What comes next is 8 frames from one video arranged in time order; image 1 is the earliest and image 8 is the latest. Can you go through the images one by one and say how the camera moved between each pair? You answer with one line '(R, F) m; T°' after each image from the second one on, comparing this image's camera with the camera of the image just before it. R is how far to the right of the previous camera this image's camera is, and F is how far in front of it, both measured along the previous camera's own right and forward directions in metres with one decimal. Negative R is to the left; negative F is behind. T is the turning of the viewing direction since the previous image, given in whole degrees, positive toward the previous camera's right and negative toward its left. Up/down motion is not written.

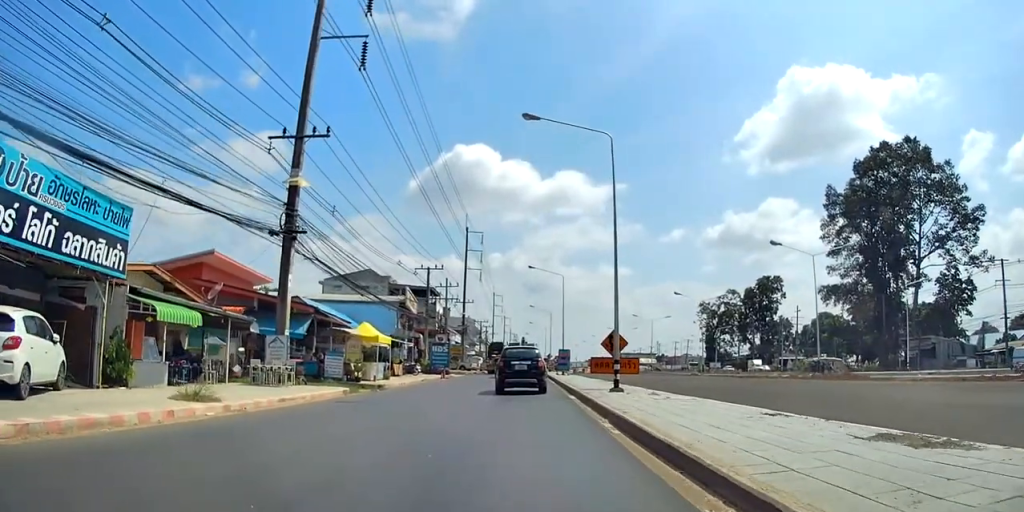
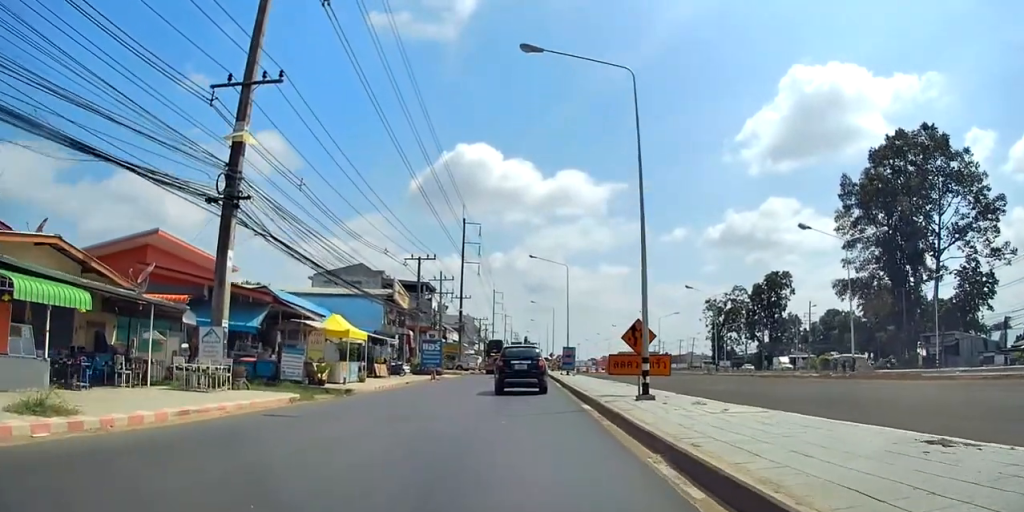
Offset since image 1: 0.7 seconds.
(-0.1, +5.4) m; 0°
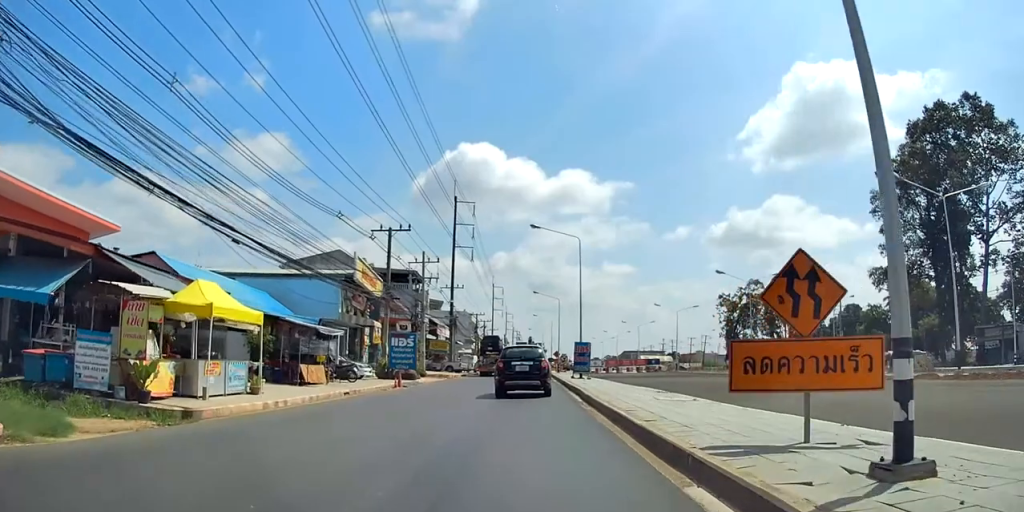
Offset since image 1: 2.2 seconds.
(+0.6, +12.8) m; +5°
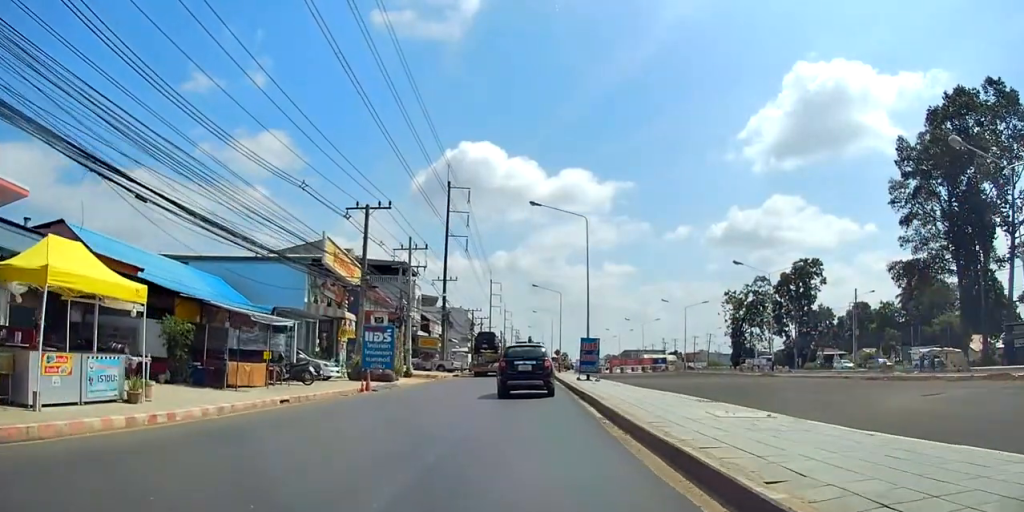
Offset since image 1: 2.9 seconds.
(+0.2, +6.8) m; -1°
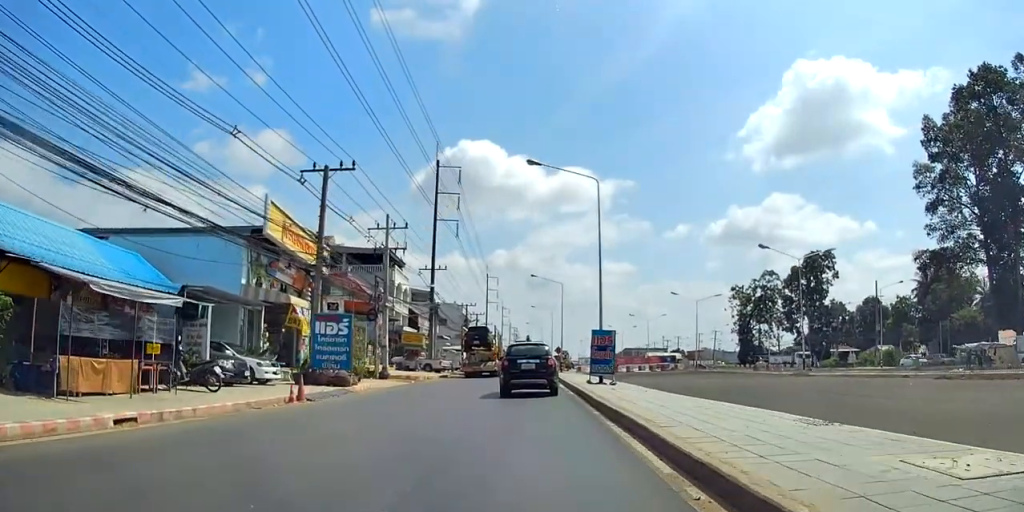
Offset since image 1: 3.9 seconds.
(-0.5, +8.1) m; -3°
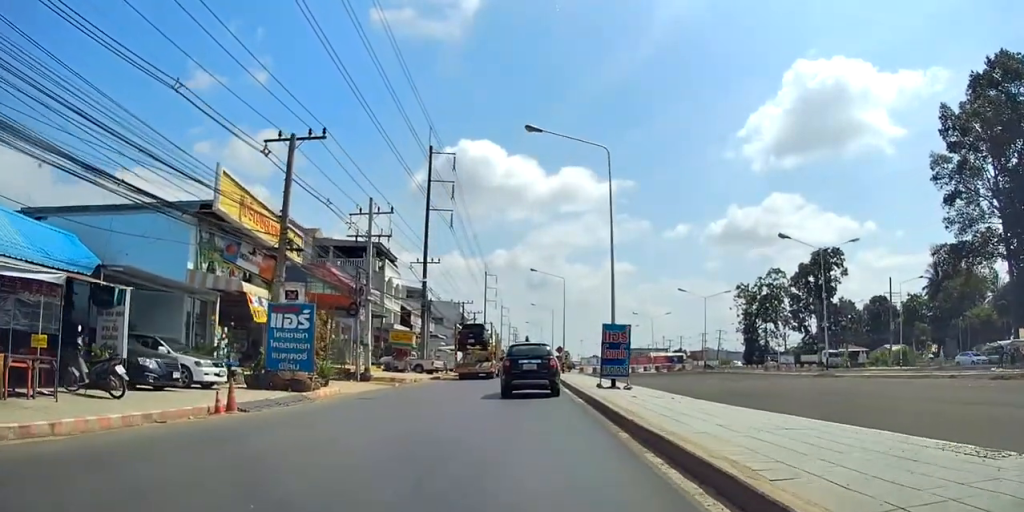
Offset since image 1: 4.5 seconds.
(0.0, +4.7) m; 0°
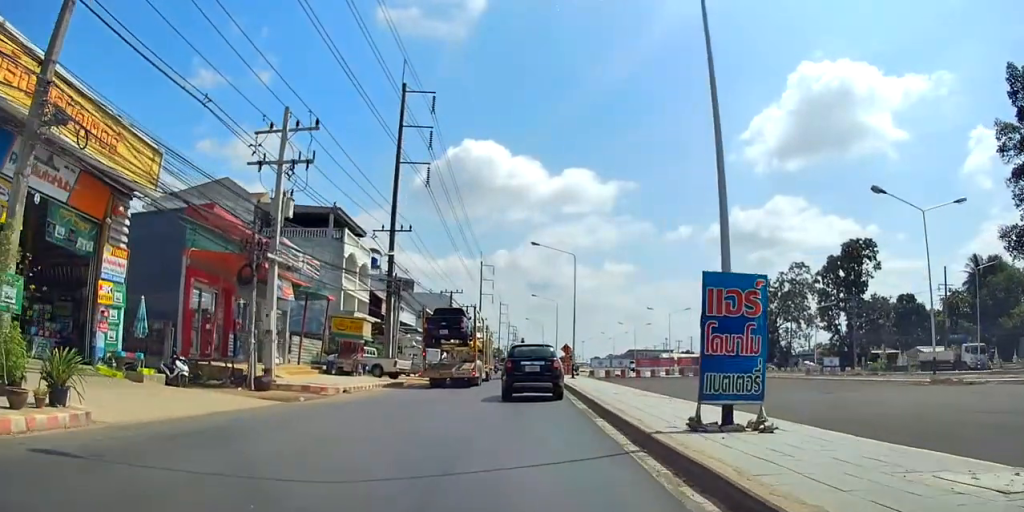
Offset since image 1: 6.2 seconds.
(+0.1, +14.4) m; +1°
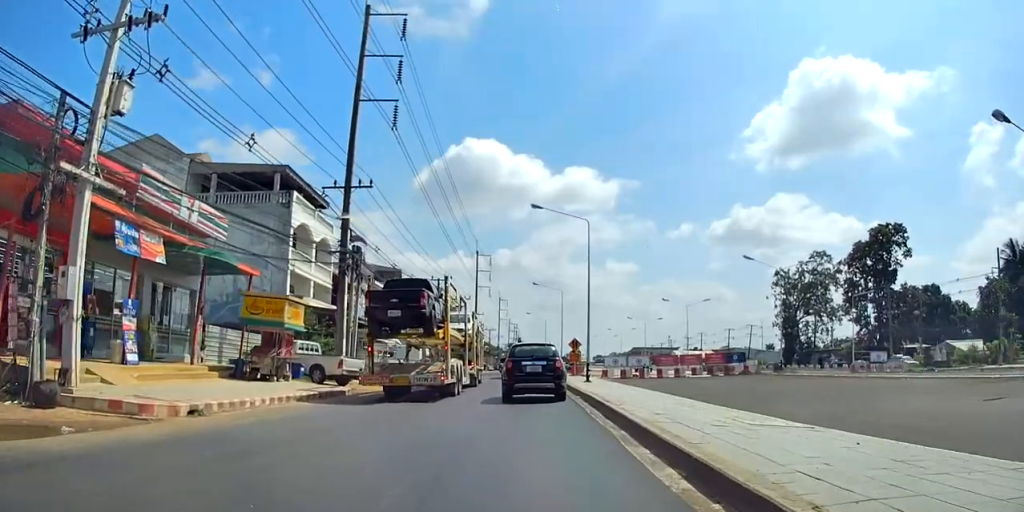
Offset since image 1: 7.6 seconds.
(0.0, +11.0) m; +3°
